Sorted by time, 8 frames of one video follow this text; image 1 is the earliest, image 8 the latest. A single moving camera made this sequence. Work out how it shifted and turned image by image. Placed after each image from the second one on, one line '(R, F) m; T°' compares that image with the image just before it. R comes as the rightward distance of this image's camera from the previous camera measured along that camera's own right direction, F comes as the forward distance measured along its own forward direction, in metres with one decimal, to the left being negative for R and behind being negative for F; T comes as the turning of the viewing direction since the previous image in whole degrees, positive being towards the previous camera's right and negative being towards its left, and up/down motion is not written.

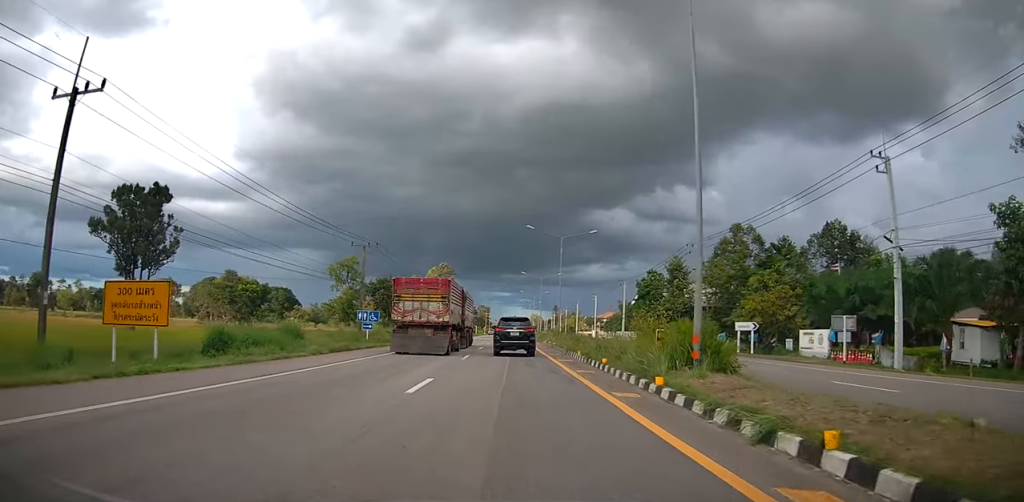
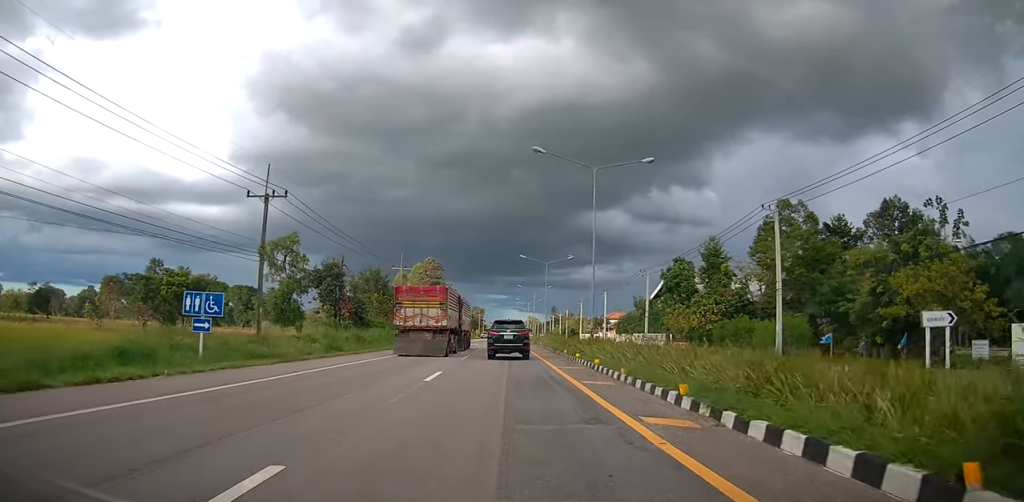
(+0.6, +20.5) m; +2°
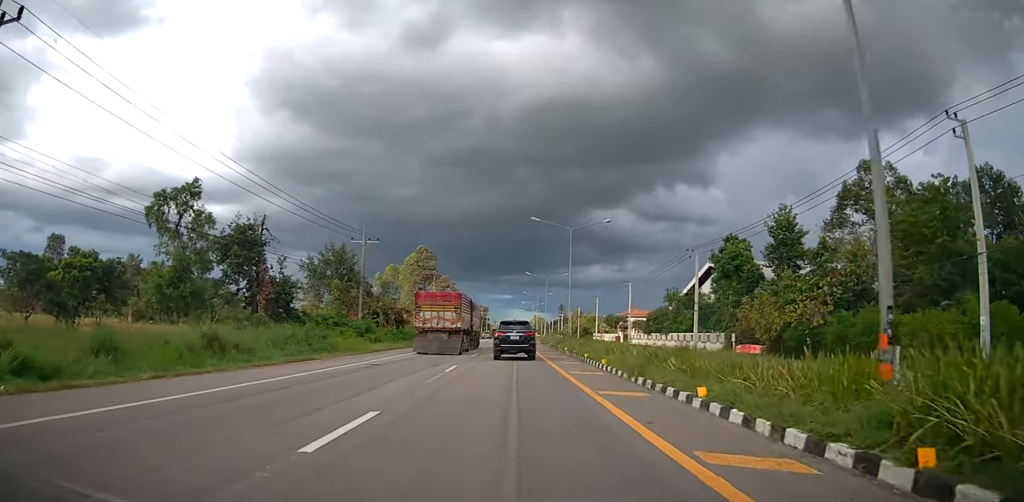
(-1.0, +19.9) m; +1°
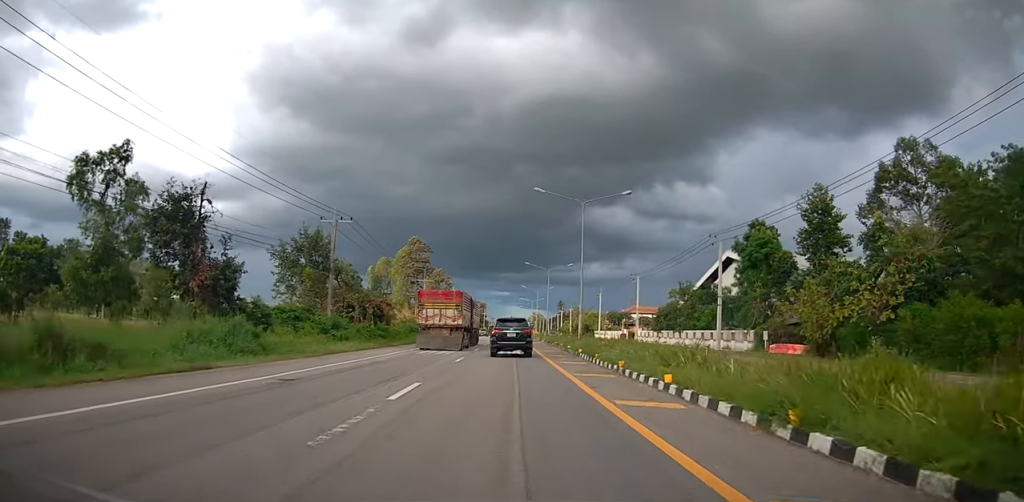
(+0.4, +7.9) m; 0°
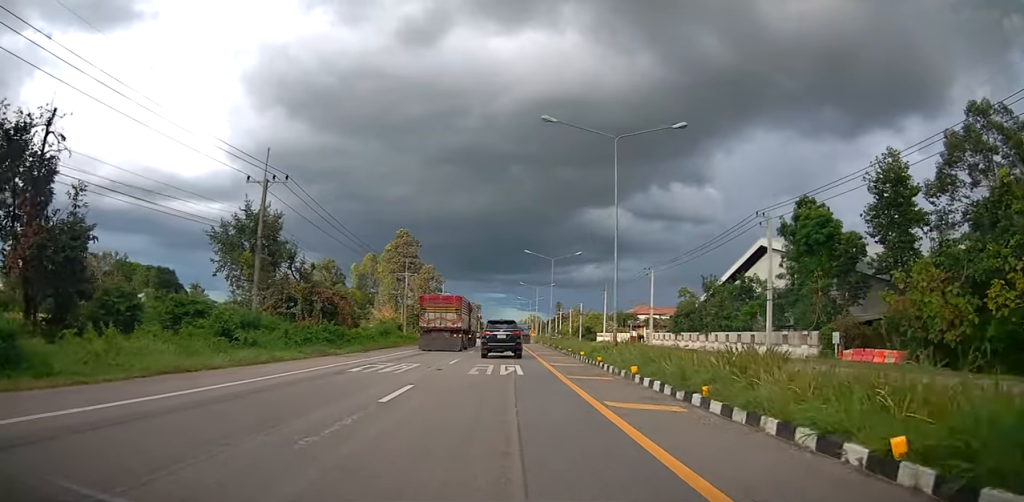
(-0.3, +12.0) m; 0°
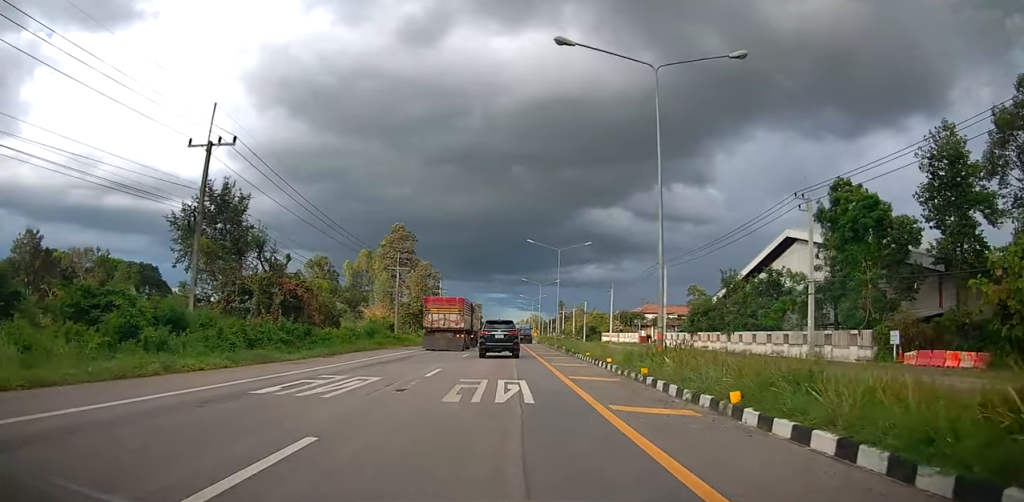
(0.0, +6.4) m; 0°
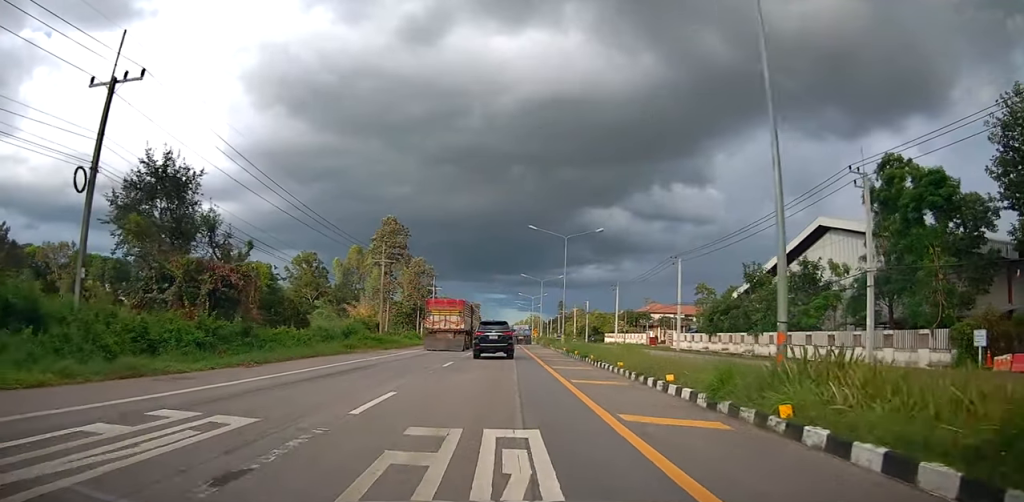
(+0.5, +7.0) m; 0°
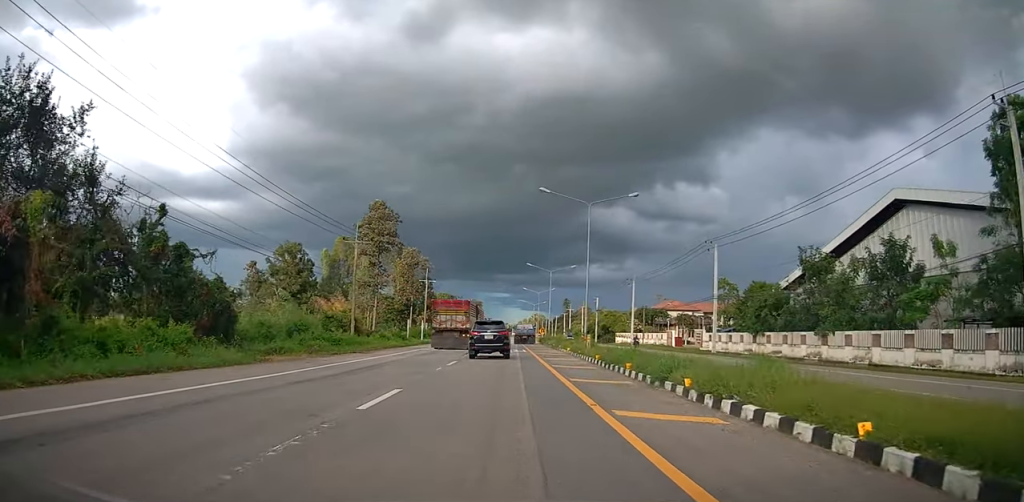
(-0.7, +11.5) m; 0°
